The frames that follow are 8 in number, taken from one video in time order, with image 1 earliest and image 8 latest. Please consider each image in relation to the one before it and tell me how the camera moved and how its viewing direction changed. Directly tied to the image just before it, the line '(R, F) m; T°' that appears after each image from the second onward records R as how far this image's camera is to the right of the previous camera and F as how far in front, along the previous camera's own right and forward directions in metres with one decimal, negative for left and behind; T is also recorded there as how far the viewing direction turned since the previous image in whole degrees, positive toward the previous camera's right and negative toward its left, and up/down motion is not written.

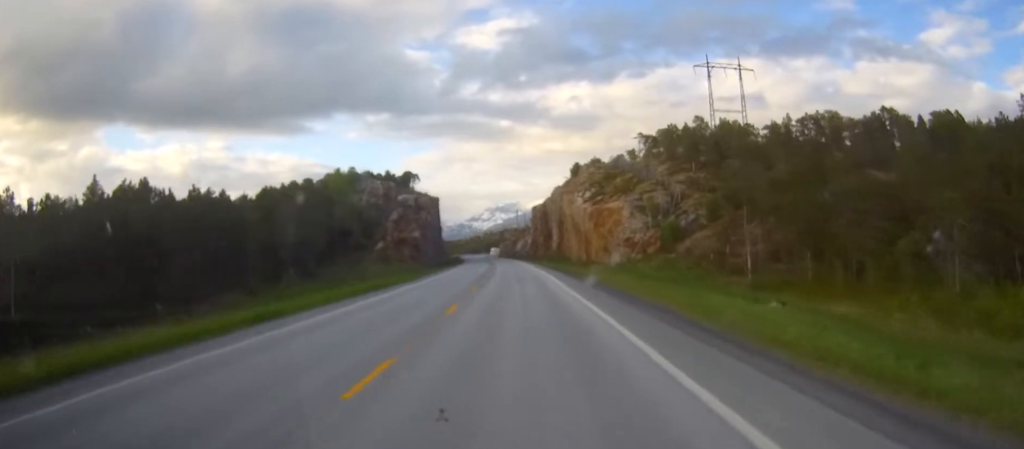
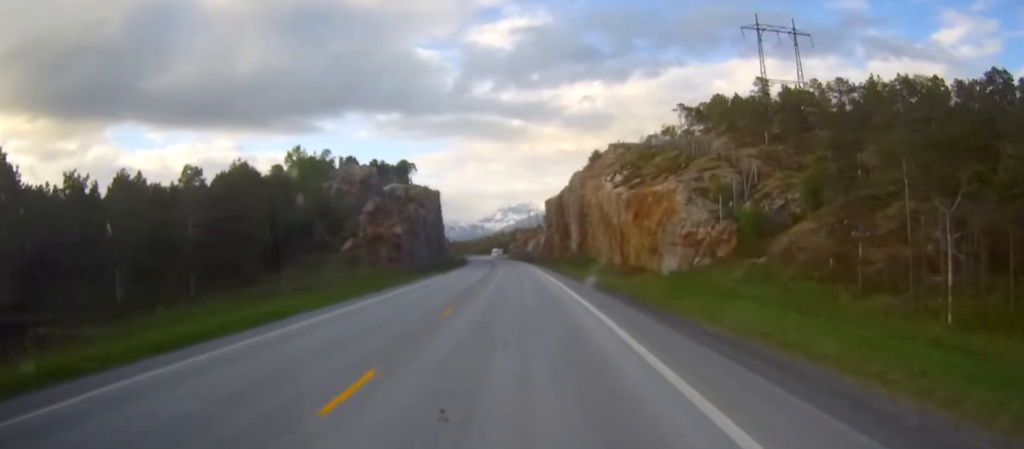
(-0.2, +24.8) m; -1°
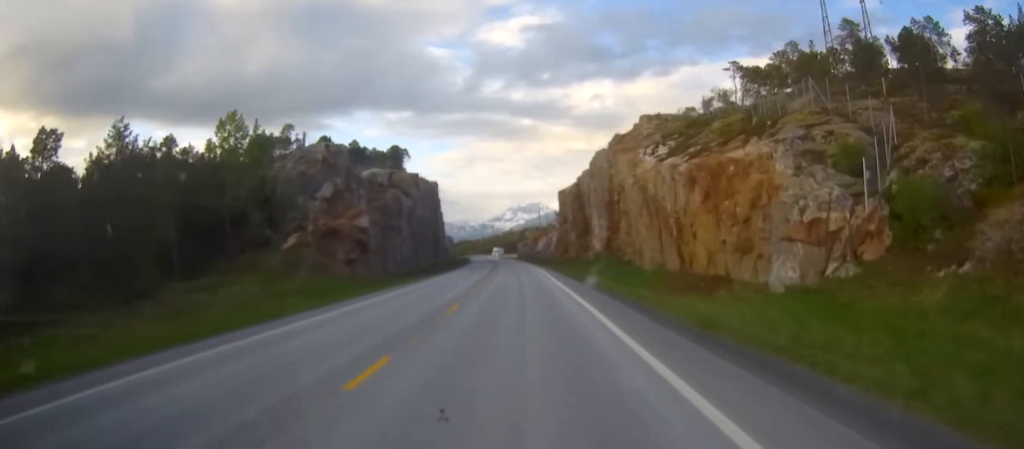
(-0.1, +22.5) m; -1°
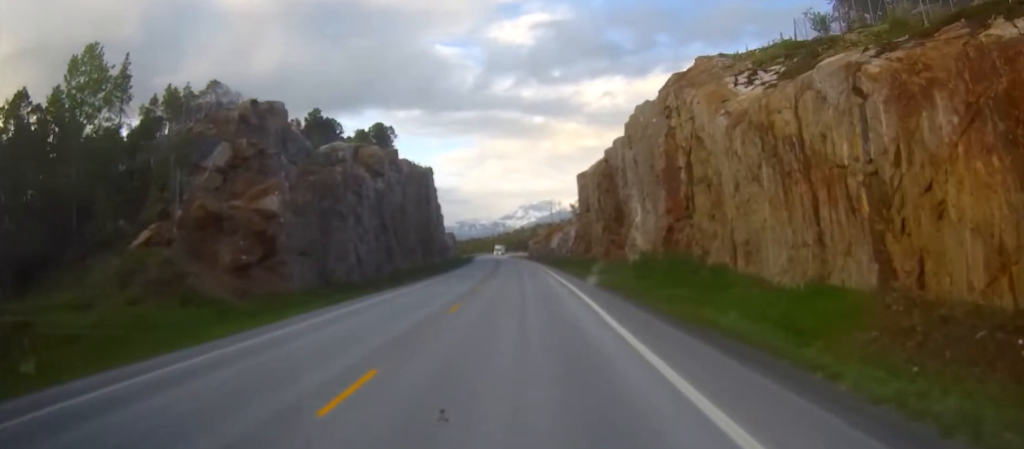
(-0.2, +25.5) m; -1°
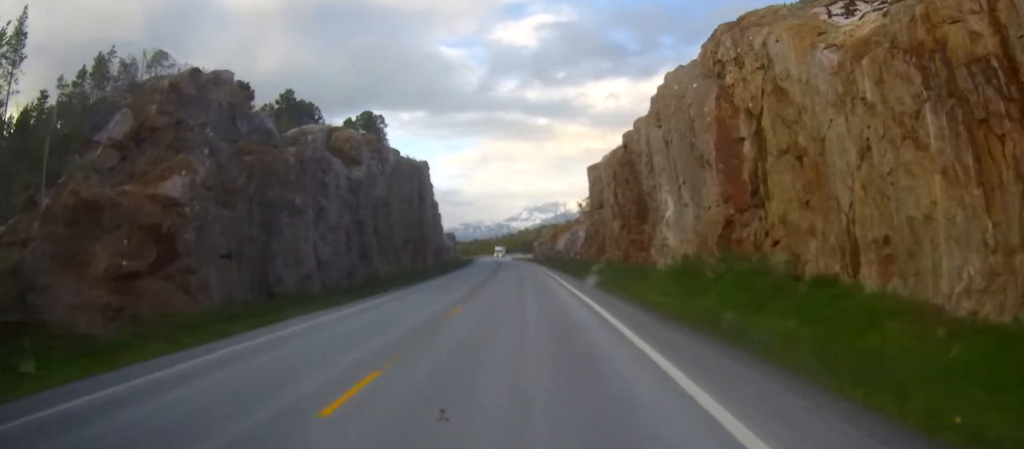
(0.0, +12.0) m; 0°
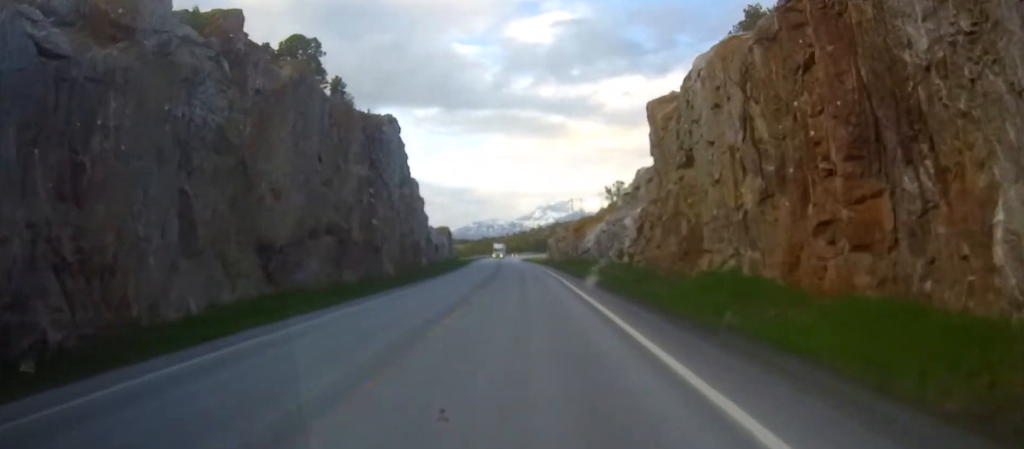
(-0.6, +40.6) m; -1°
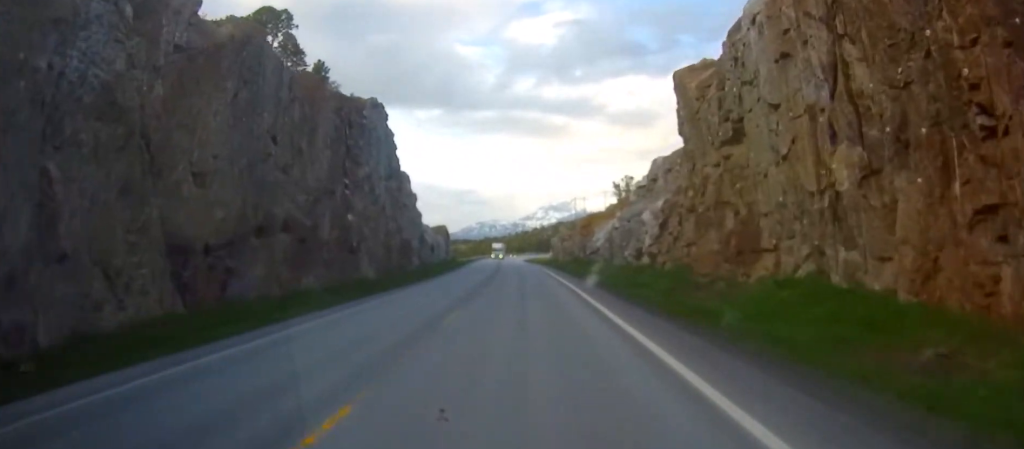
(+0.1, +9.8) m; 0°
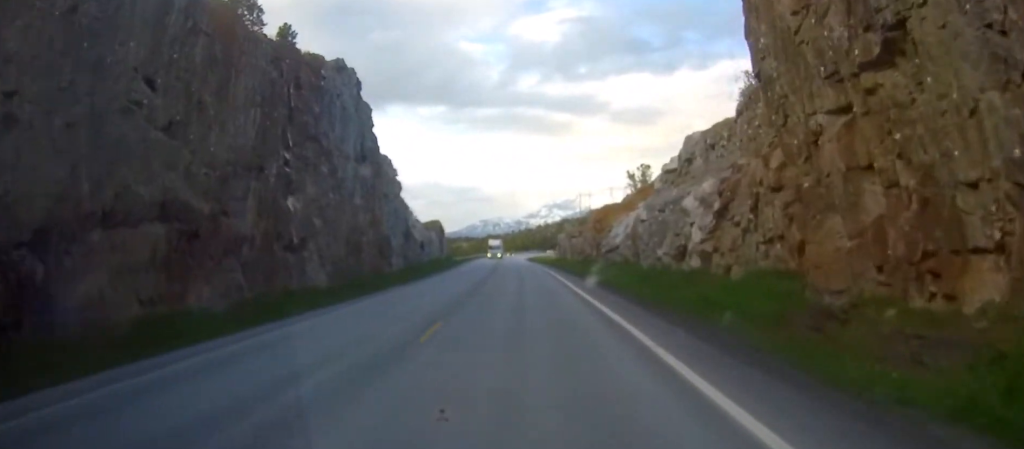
(+0.1, +15.0) m; 0°
